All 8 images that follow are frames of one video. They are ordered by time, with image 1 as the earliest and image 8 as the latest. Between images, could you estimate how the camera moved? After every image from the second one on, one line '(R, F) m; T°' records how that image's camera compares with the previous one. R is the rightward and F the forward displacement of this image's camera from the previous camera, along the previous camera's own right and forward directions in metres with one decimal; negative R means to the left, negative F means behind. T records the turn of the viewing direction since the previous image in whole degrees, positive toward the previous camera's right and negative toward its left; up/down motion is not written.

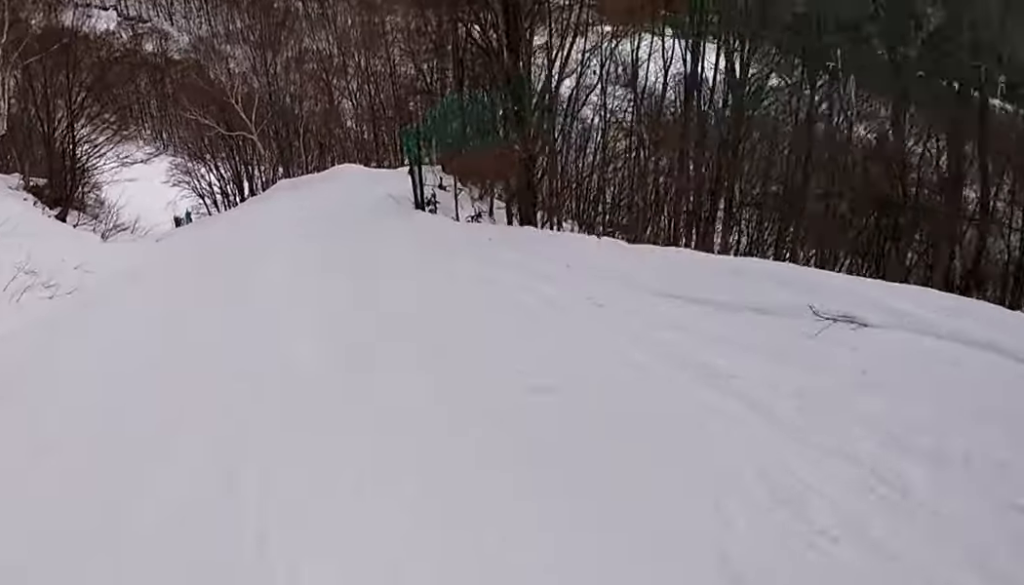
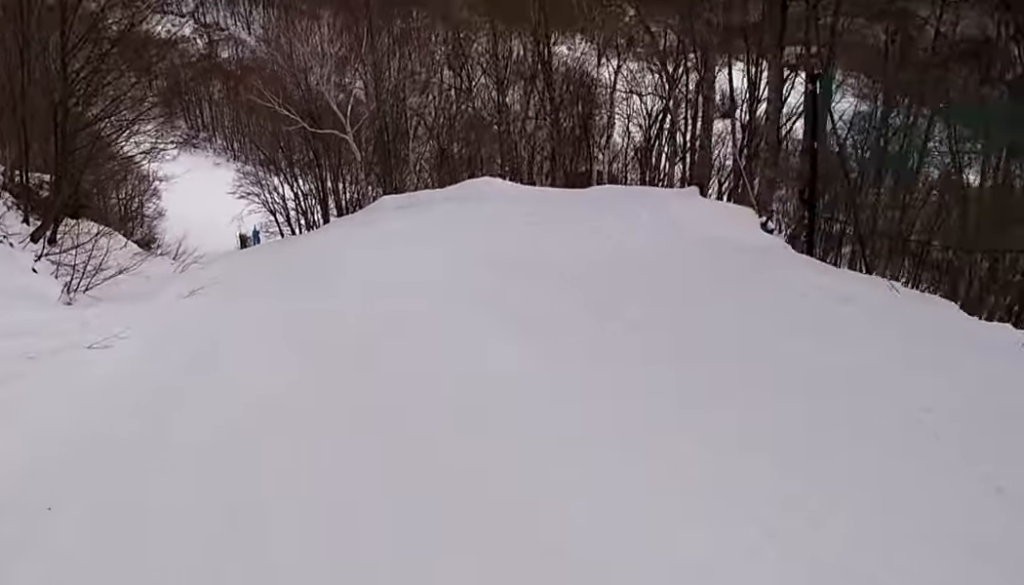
(+1.3, +13.5) m; 0°
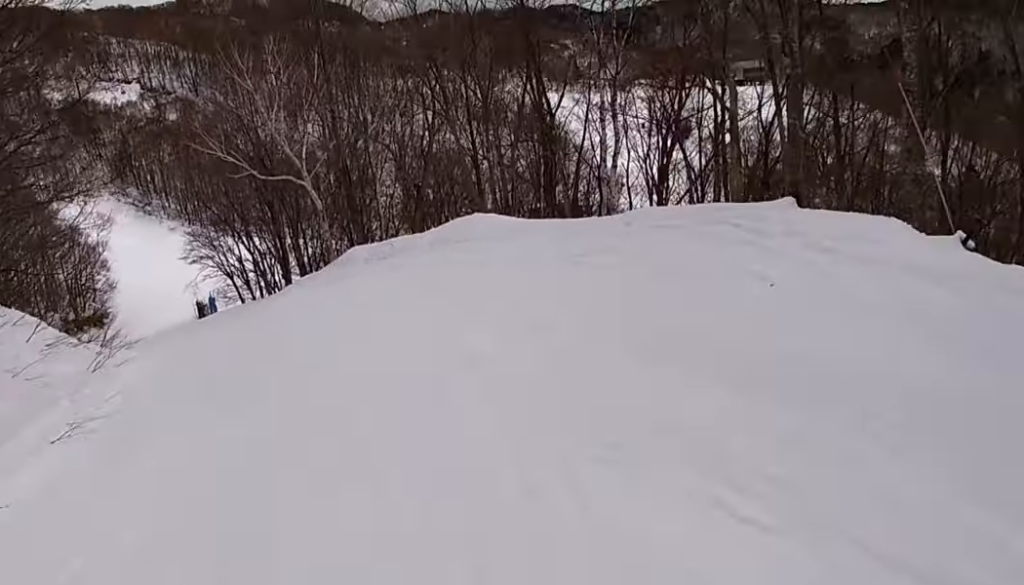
(-0.2, +5.5) m; -11°
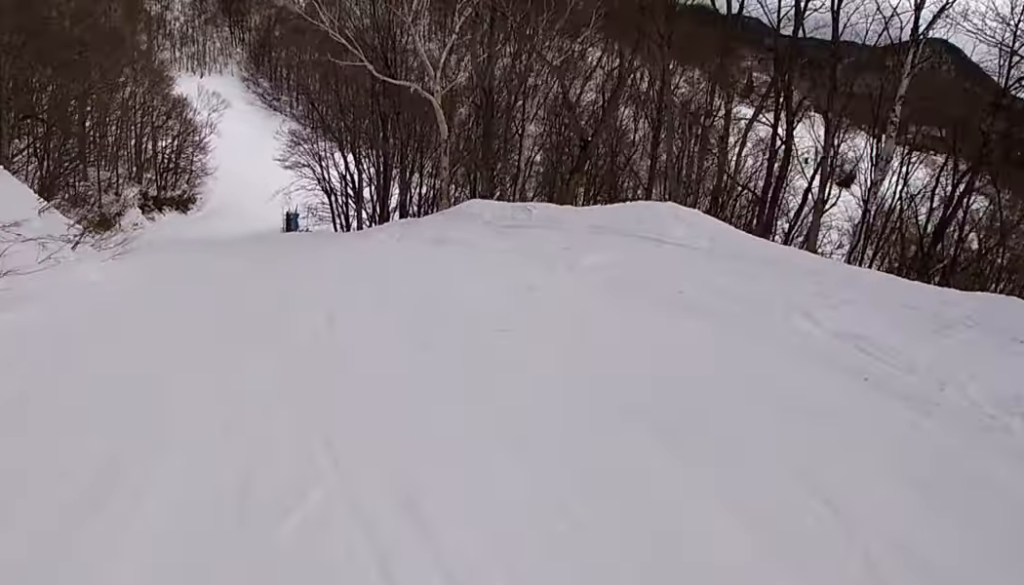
(-1.4, +8.0) m; -8°
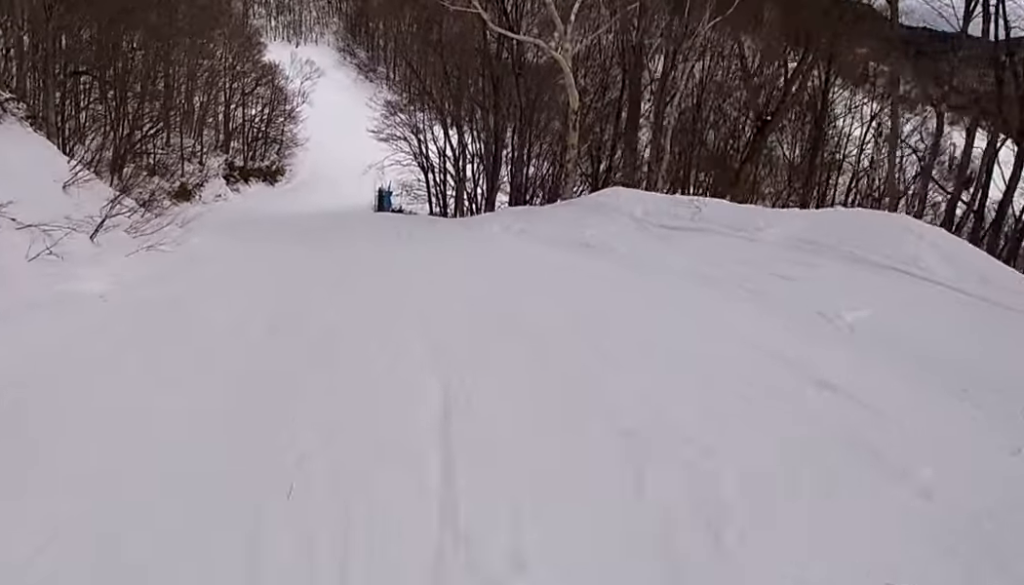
(+0.1, +4.7) m; +2°
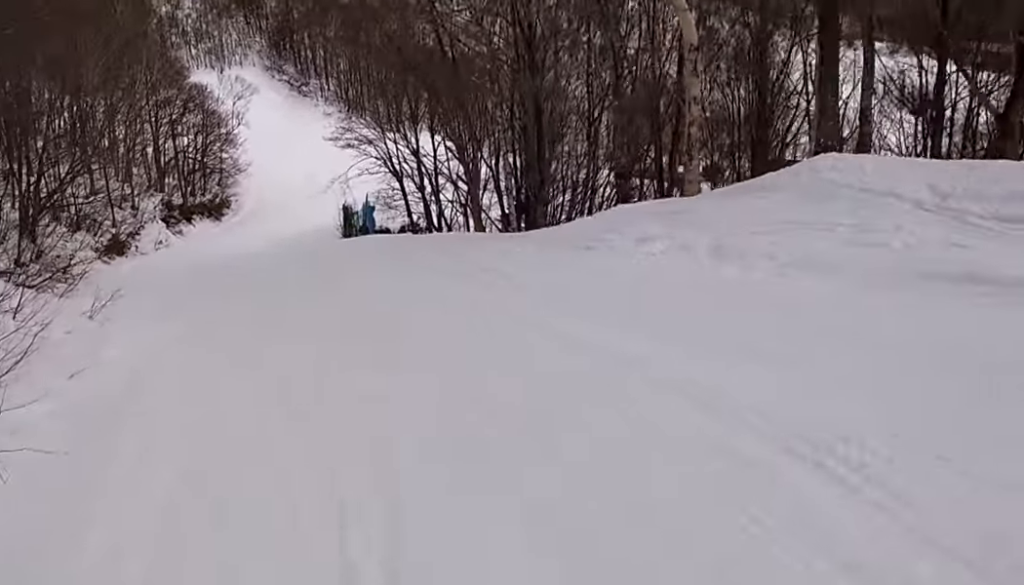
(-0.2, +8.8) m; -4°
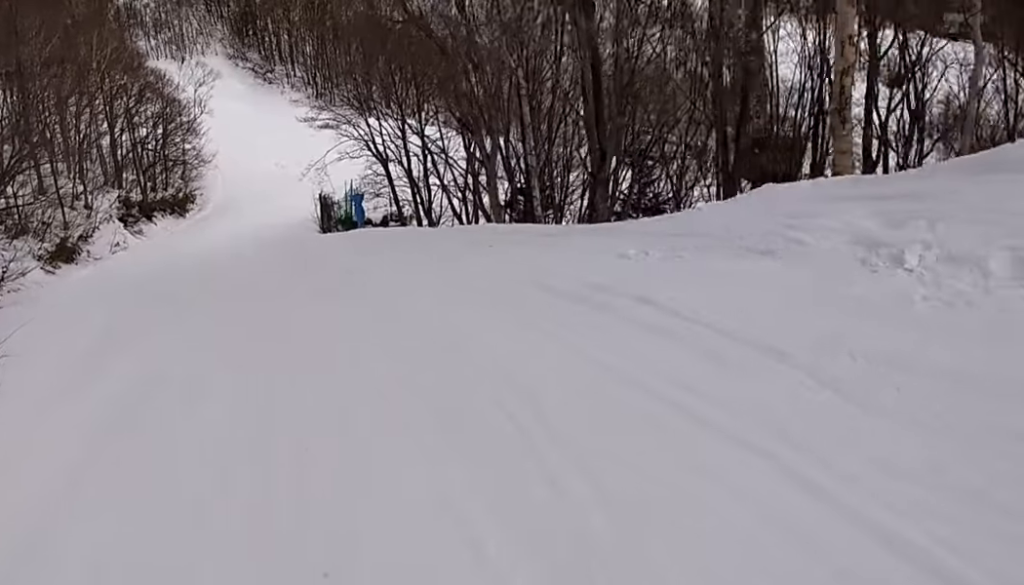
(-0.3, +4.7) m; -1°
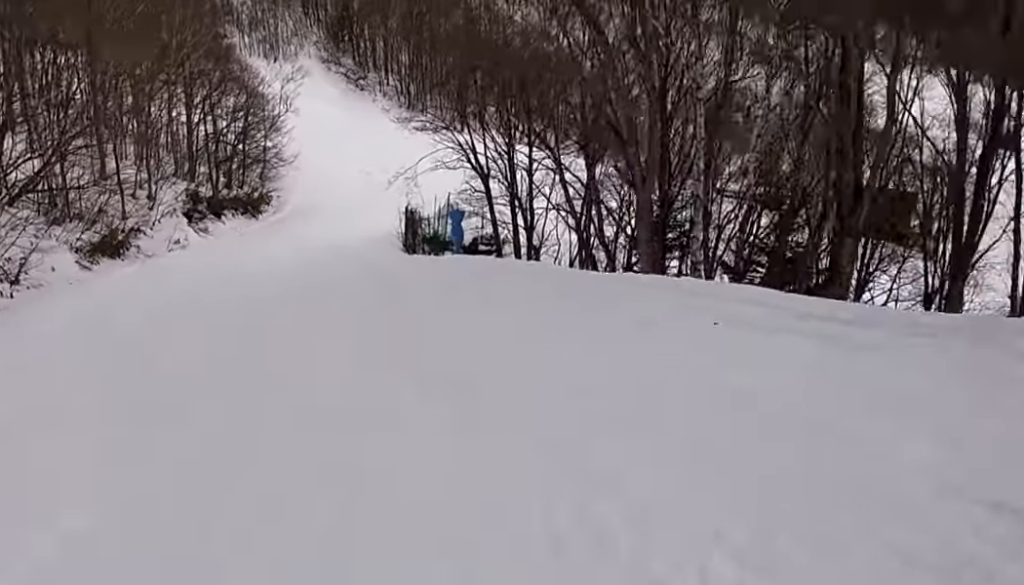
(+0.1, +5.2) m; -3°
